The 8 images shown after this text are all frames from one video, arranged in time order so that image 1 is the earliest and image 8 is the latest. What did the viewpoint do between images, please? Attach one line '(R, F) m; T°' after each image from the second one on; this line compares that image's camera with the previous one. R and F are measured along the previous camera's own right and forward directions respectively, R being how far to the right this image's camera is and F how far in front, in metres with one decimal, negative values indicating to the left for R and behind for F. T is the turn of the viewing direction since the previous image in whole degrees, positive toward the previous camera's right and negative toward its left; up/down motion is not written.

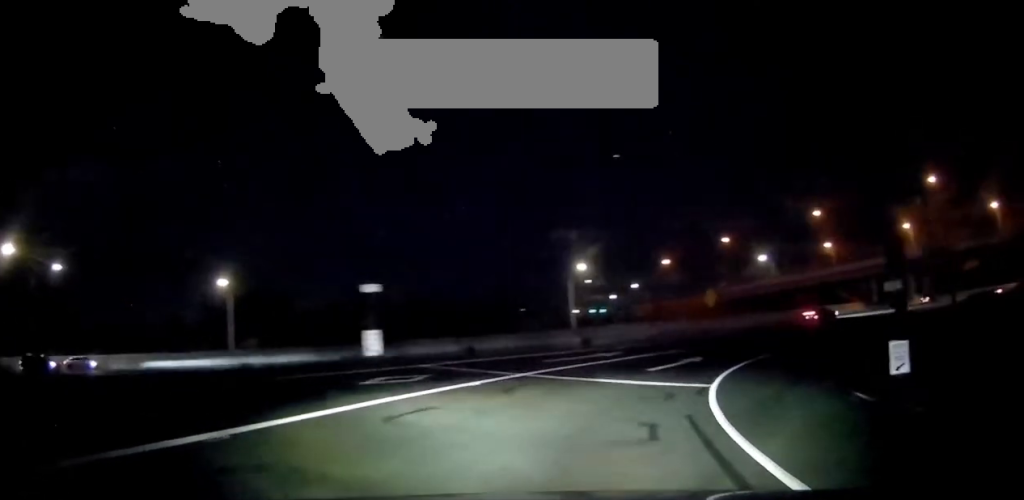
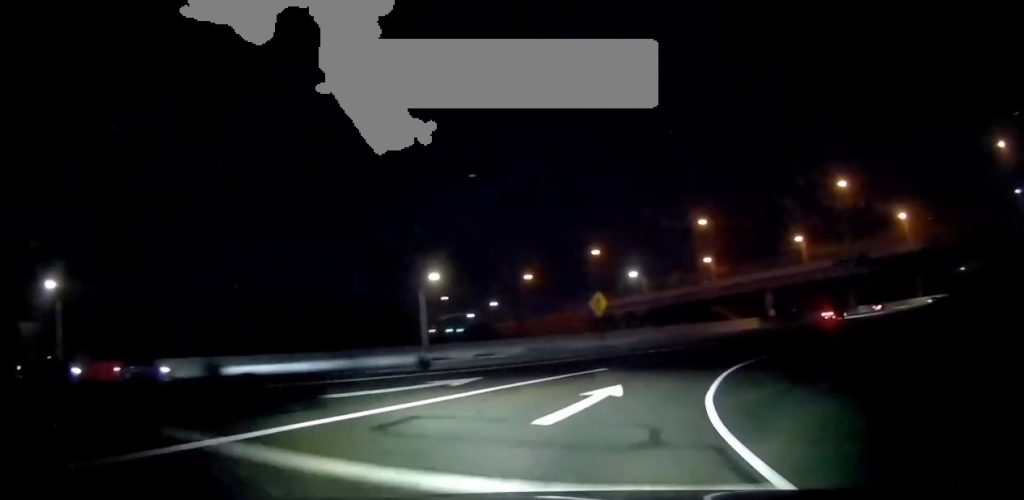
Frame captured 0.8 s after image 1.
(+1.7, +10.8) m; +15°
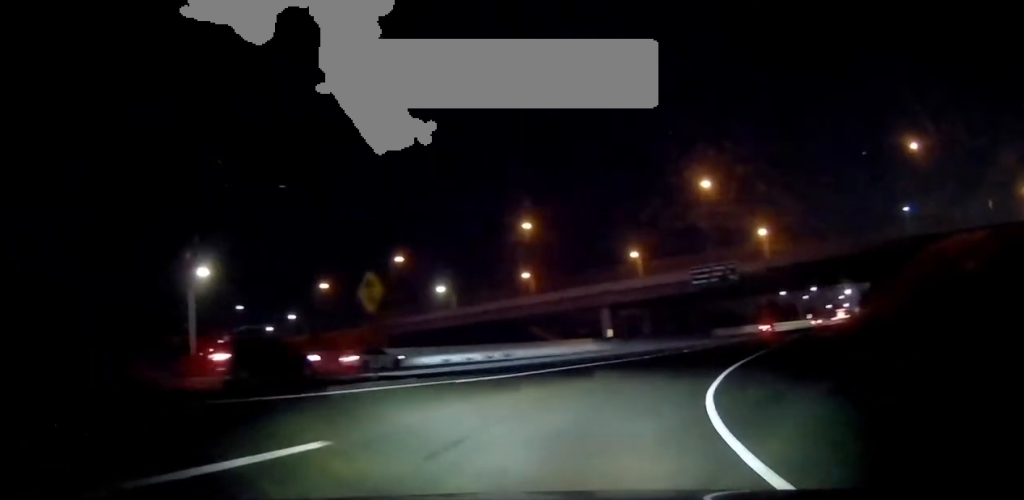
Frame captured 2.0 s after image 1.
(+2.6, +15.4) m; +19°
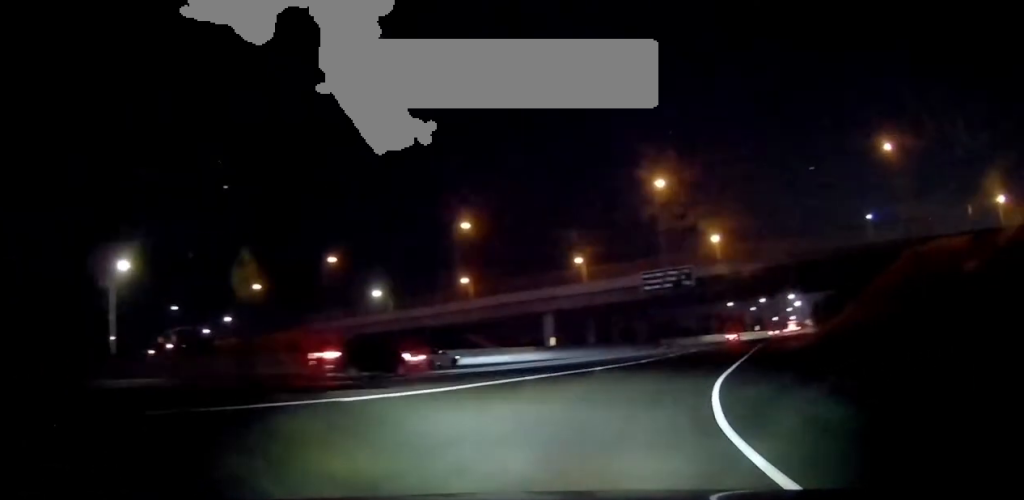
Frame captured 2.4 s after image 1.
(0.0, +5.4) m; +6°
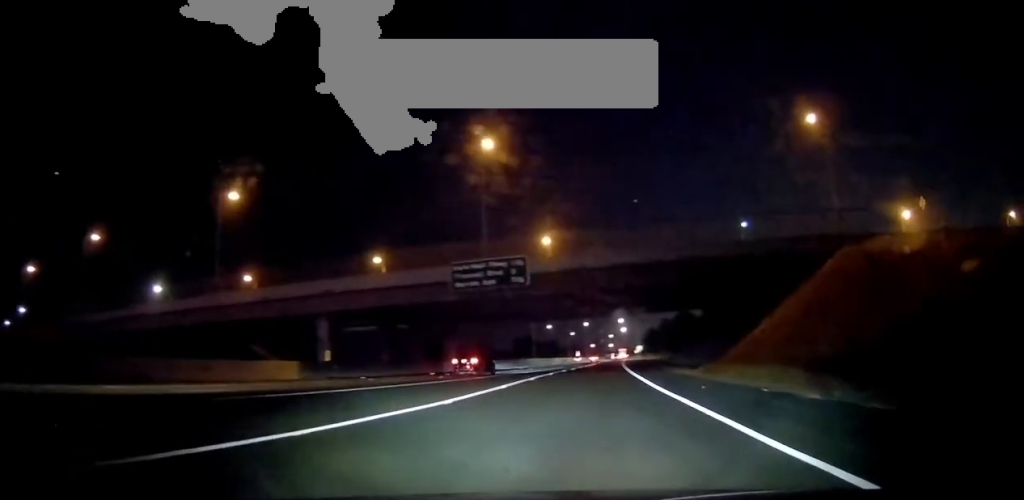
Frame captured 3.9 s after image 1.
(+4.9, +19.6) m; +25°
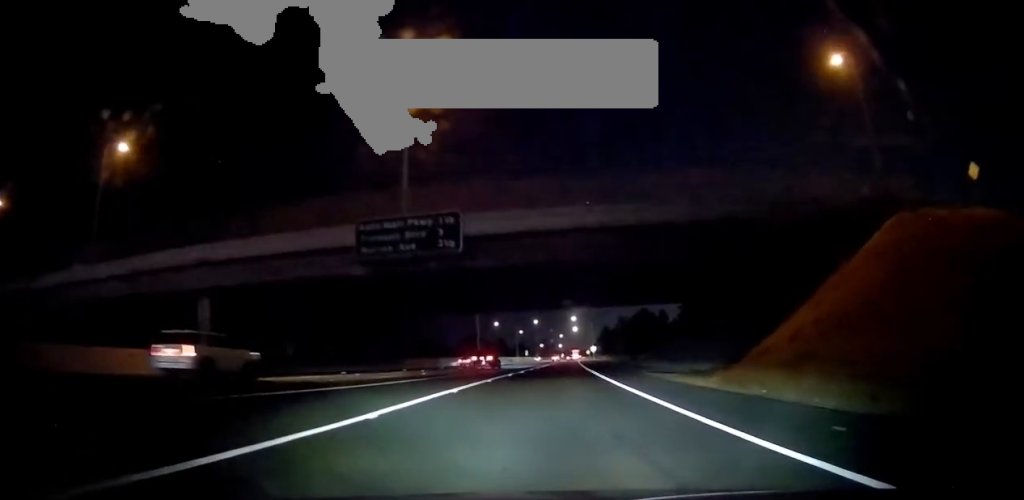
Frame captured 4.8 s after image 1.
(+1.7, +12.8) m; +12°
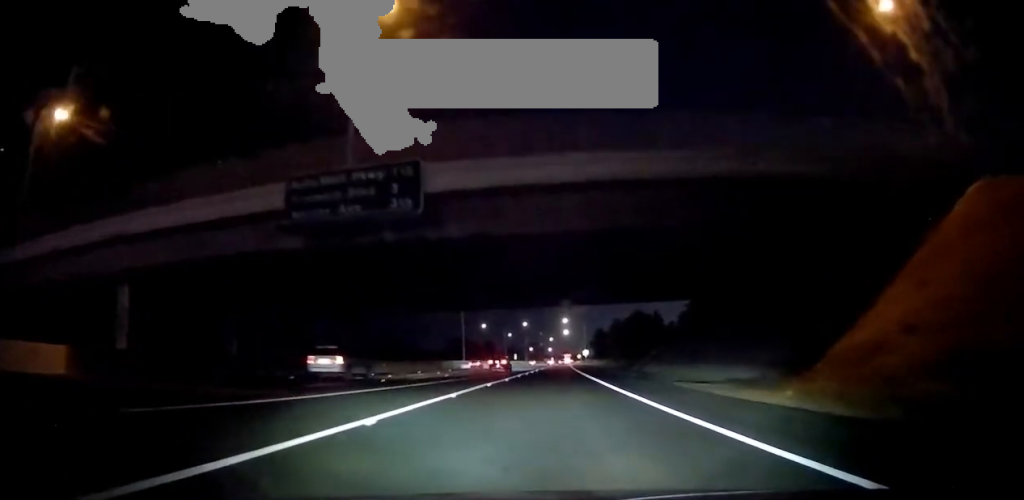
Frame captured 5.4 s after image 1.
(+0.5, +8.4) m; +6°
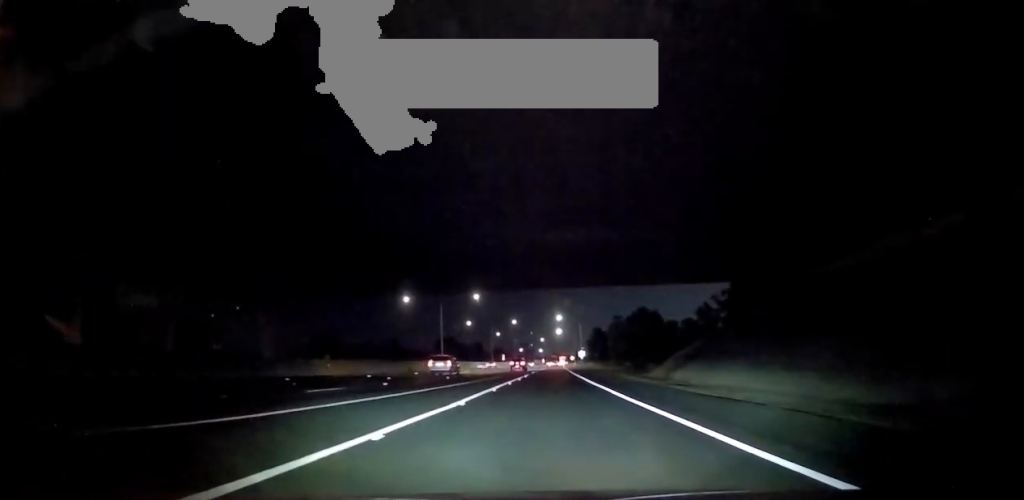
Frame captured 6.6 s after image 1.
(+1.2, +16.5) m; +8°
